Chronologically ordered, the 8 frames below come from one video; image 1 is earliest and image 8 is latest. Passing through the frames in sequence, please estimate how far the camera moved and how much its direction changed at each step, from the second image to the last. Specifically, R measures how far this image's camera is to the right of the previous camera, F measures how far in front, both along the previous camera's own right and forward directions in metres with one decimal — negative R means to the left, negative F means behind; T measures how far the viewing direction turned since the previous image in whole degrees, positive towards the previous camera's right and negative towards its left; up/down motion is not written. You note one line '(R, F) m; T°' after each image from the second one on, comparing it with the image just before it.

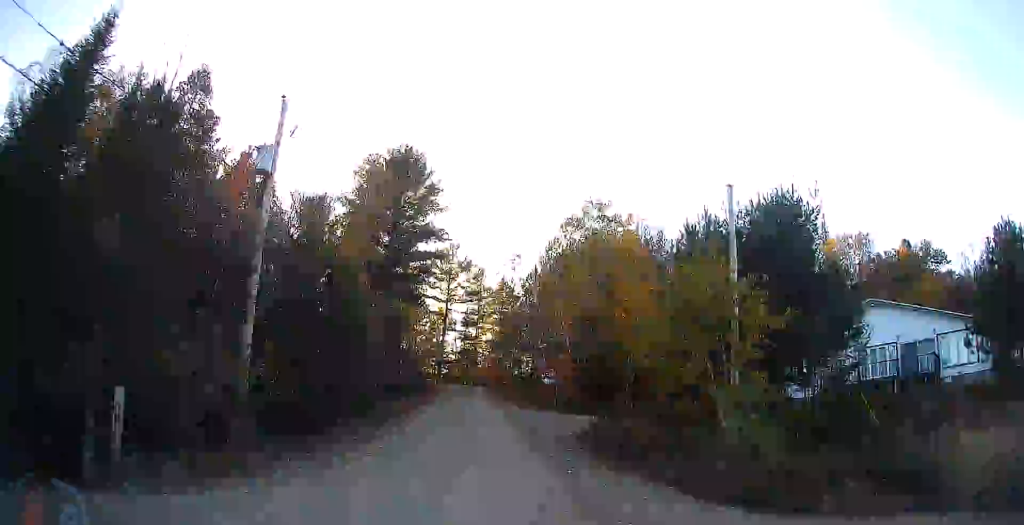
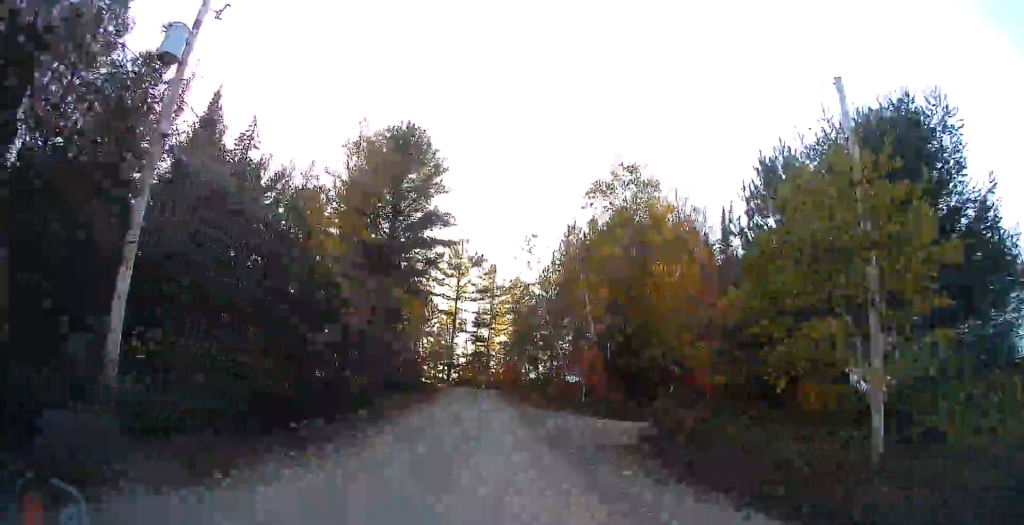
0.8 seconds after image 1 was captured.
(-0.2, +7.0) m; -3°
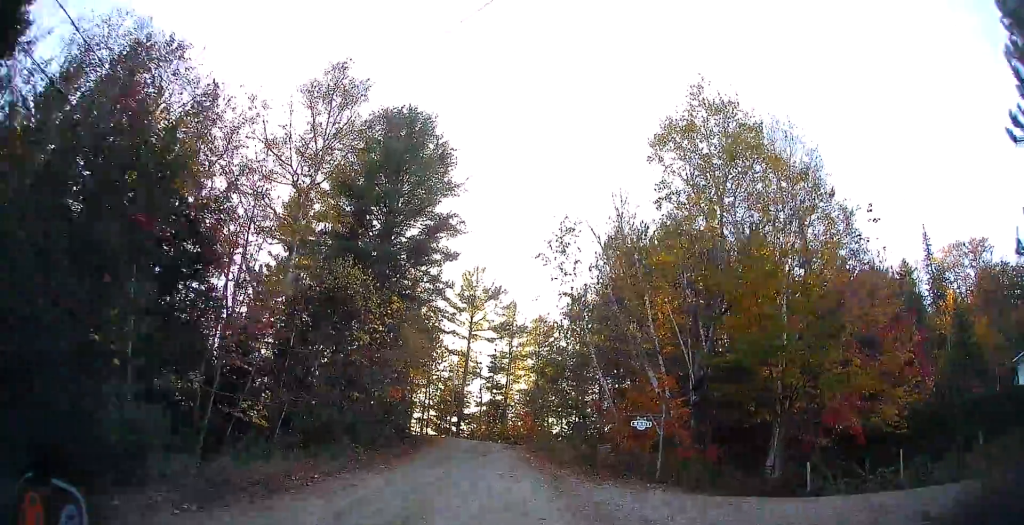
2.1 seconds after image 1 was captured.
(-0.2, +12.0) m; 0°
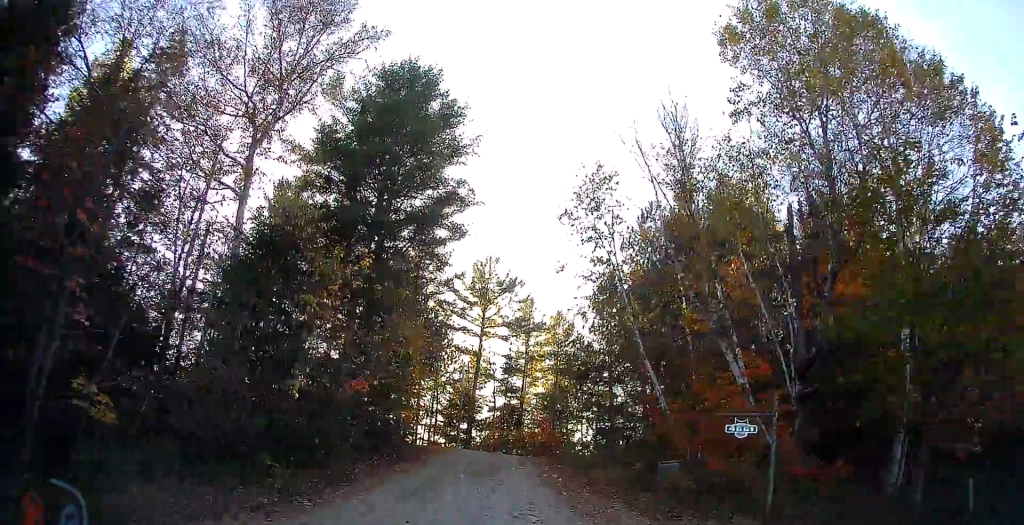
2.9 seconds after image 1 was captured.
(+0.1, +6.8) m; -1°
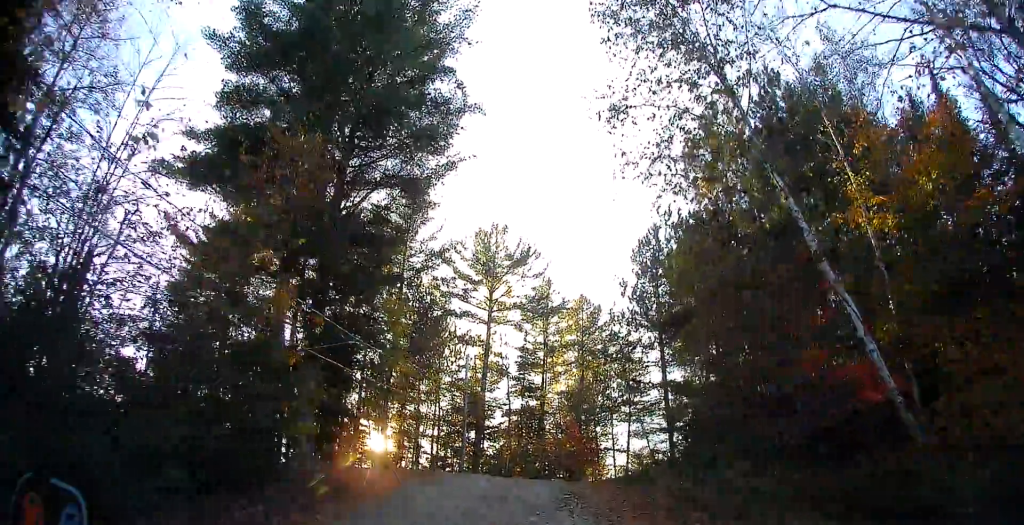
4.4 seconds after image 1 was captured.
(-0.5, +12.0) m; 0°
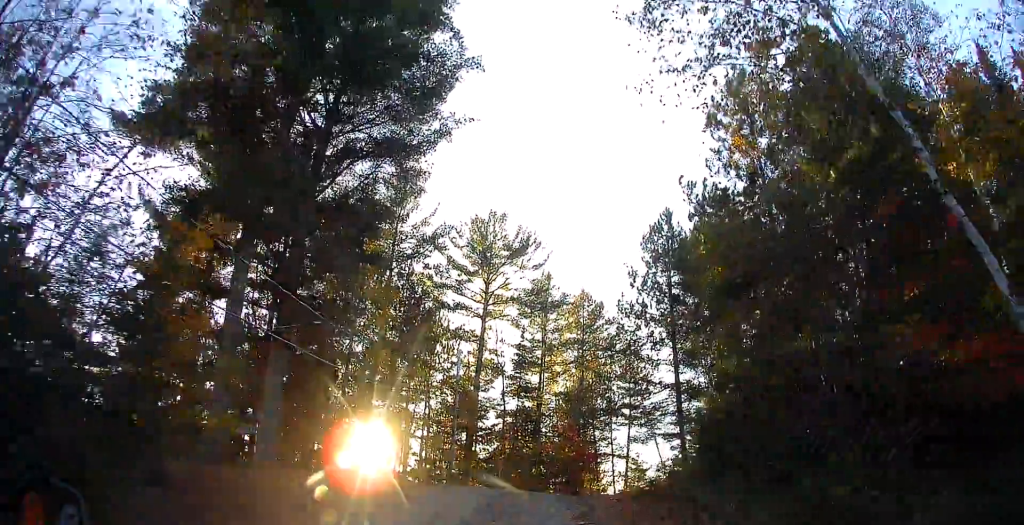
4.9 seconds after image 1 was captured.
(+0.1, +3.4) m; 0°
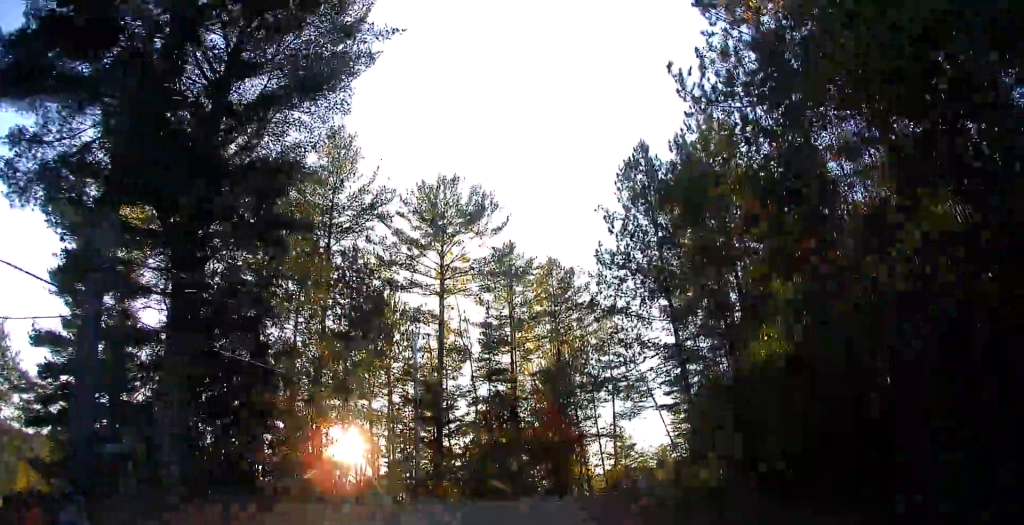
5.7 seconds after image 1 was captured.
(+0.2, +5.5) m; 0°
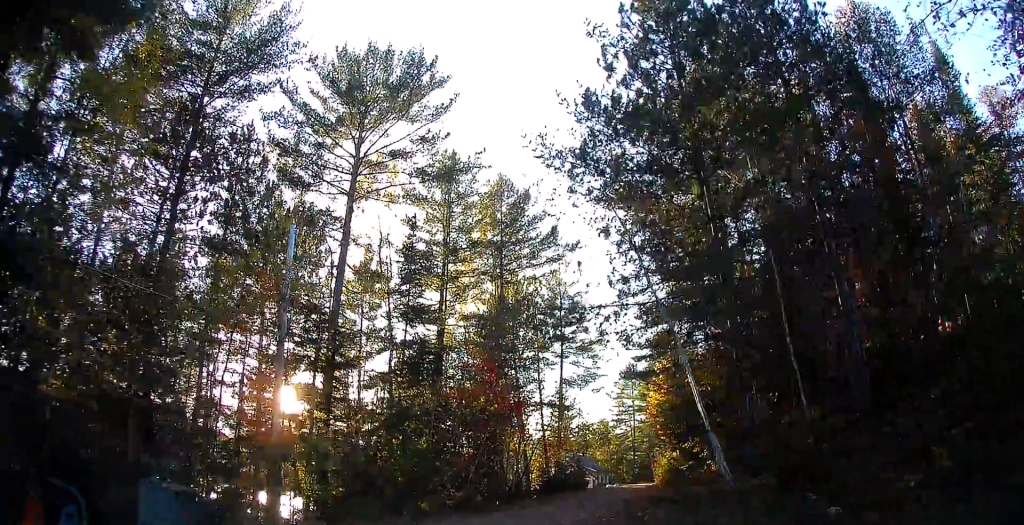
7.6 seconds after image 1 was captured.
(+0.8, +11.3) m; +9°
